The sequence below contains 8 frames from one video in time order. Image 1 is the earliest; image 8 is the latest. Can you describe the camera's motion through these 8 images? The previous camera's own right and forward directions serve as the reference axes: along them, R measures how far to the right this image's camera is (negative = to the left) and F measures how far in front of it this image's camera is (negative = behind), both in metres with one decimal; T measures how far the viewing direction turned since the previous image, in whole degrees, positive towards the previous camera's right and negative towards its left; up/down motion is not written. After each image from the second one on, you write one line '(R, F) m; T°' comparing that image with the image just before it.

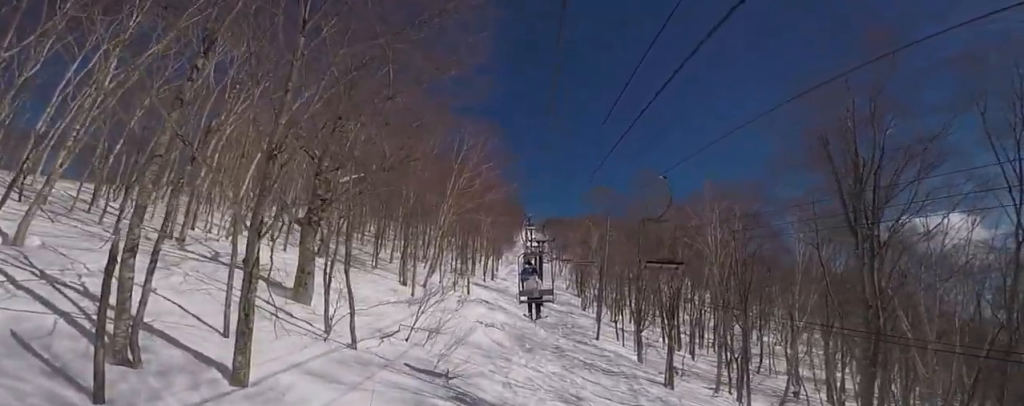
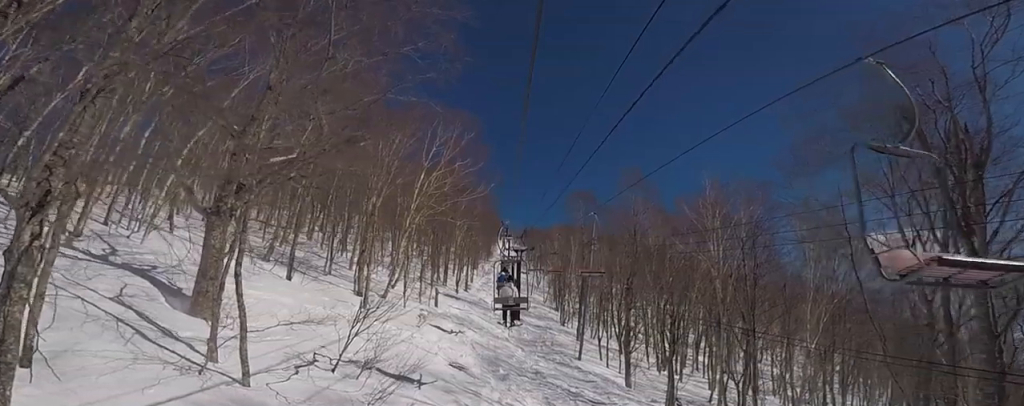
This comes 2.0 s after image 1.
(0.0, +4.2) m; 0°
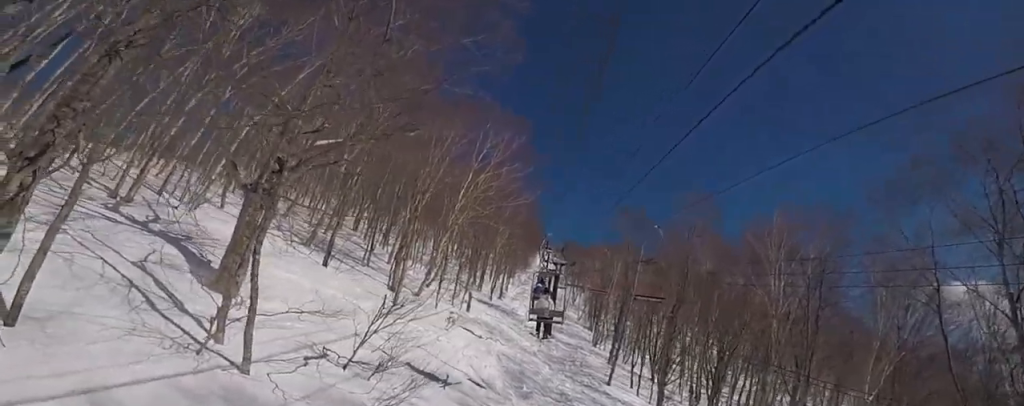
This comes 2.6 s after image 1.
(0.0, +1.2) m; 0°
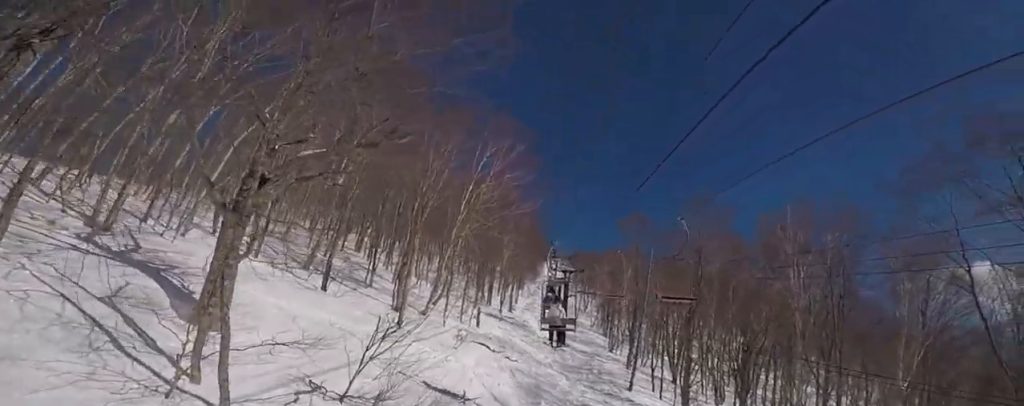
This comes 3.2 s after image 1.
(0.0, +1.0) m; 0°
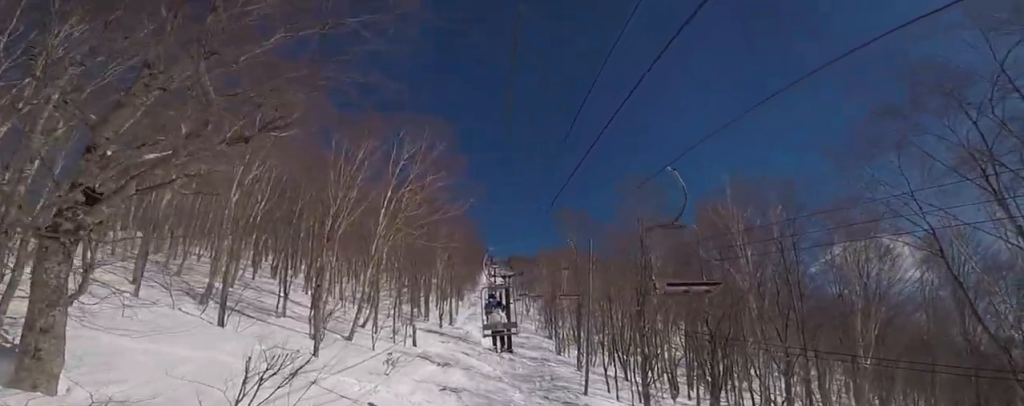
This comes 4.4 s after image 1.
(0.0, +2.3) m; 0°
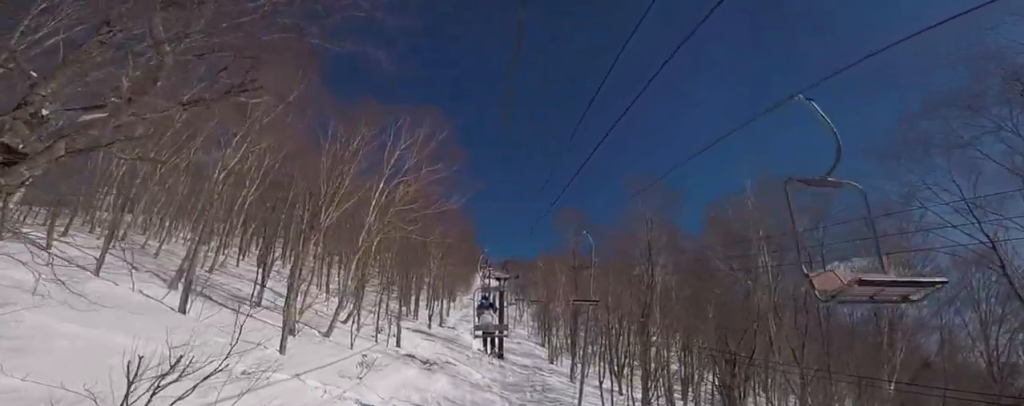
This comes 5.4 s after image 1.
(0.0, +2.0) m; 0°
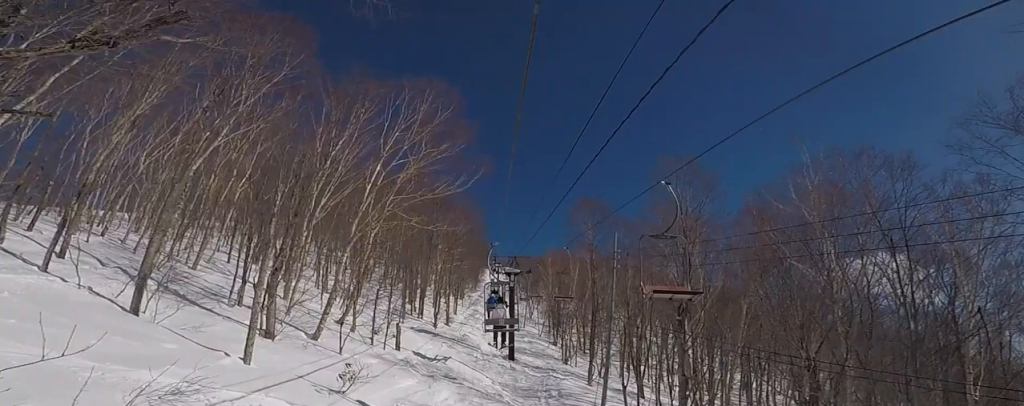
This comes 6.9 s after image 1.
(0.0, +3.2) m; 0°
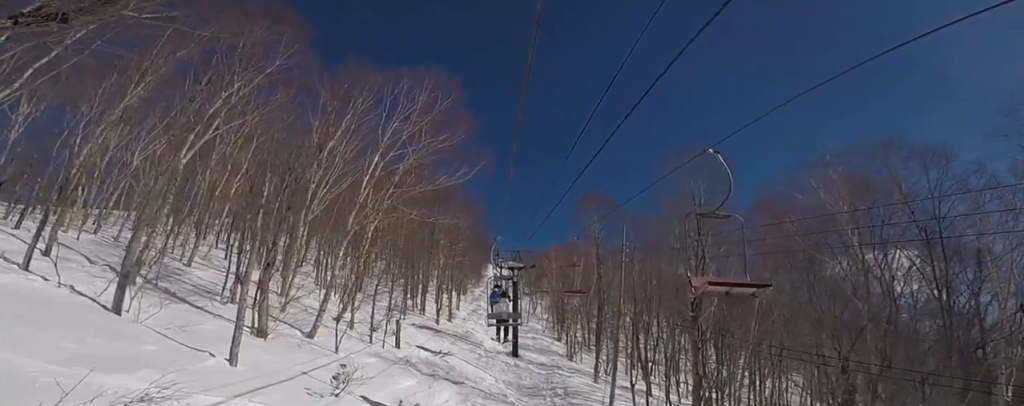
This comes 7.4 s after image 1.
(0.0, +1.0) m; +3°
